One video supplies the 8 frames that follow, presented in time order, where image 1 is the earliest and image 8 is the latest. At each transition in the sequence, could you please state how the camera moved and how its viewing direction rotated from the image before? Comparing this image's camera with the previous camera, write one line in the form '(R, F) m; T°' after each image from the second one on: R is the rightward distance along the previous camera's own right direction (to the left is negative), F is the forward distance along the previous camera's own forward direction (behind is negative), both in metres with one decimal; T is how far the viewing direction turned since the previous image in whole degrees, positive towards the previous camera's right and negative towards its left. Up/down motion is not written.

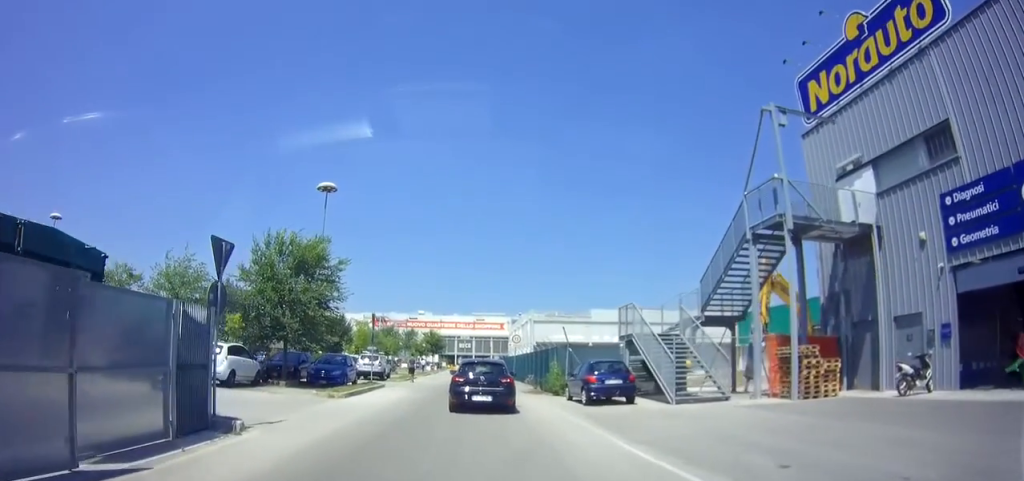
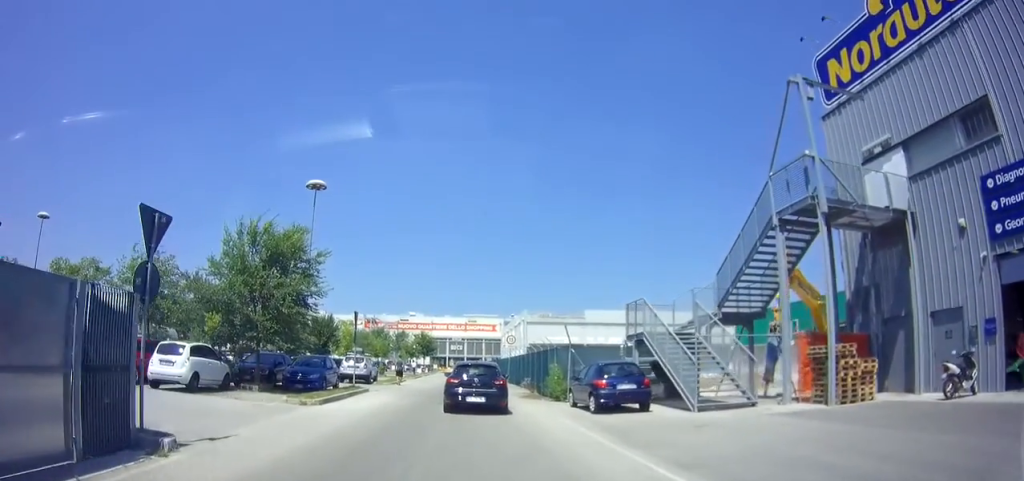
(0.0, +2.3) m; 0°
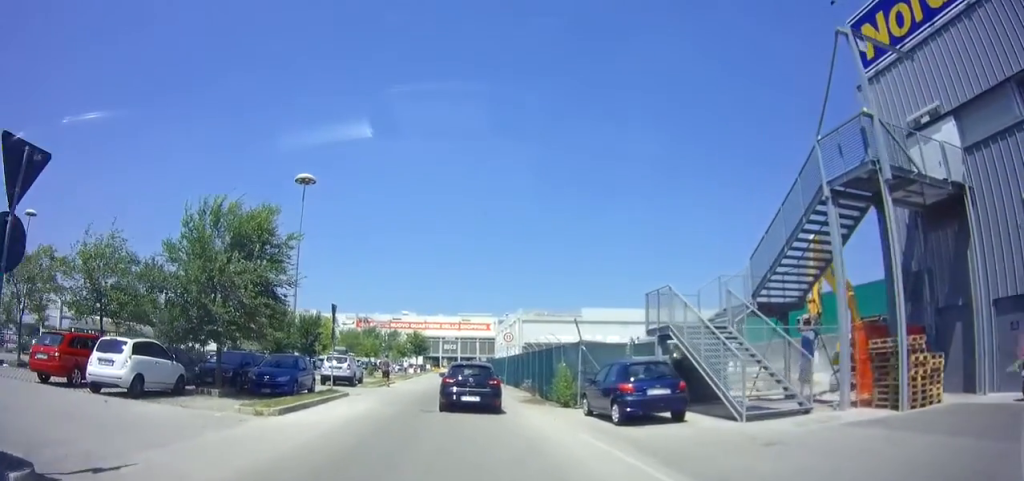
(0.0, +3.2) m; +1°
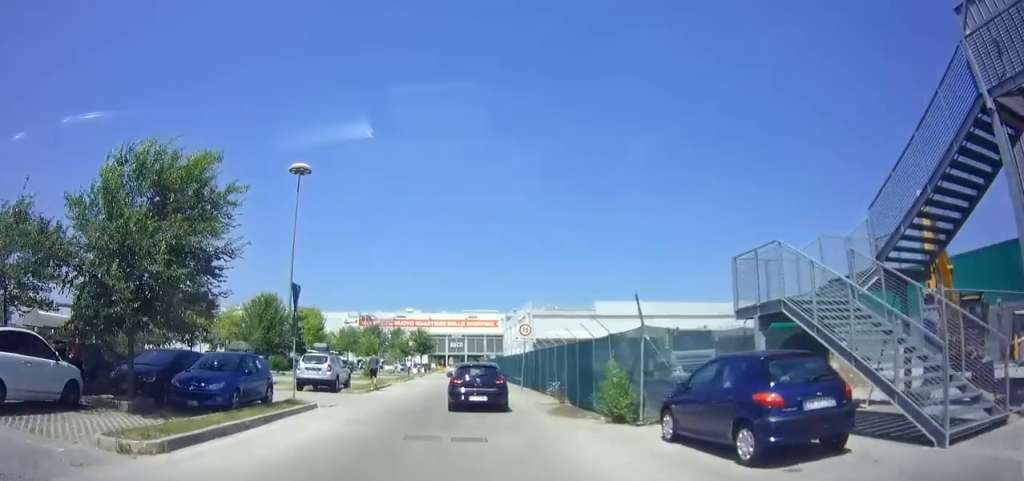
(+0.1, +6.2) m; 0°
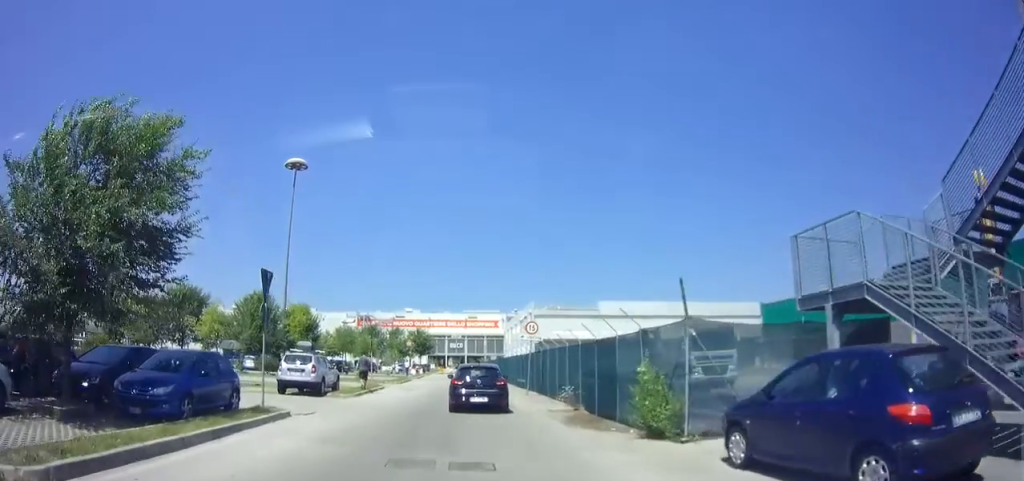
(0.0, +2.7) m; 0°
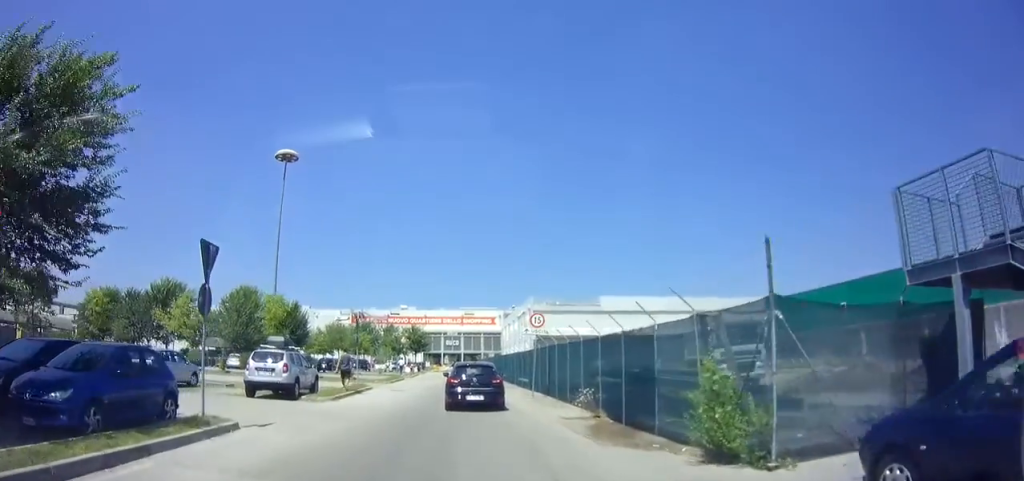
(0.0, +3.1) m; 0°
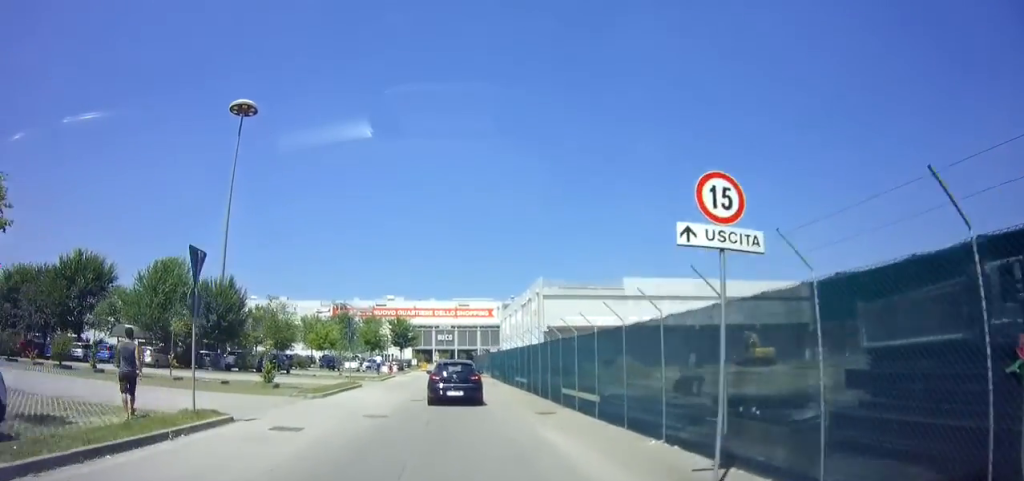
(-0.1, +16.1) m; 0°
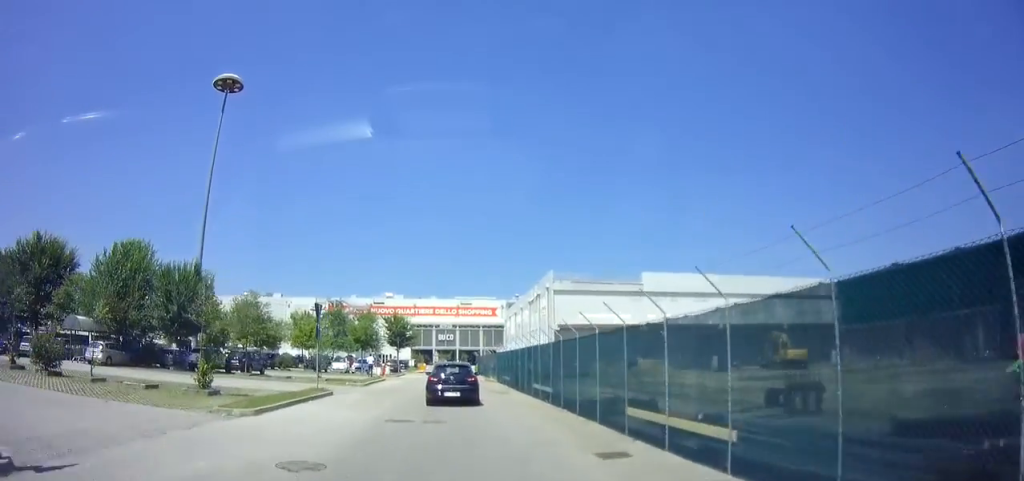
(+0.1, +6.5) m; -1°
